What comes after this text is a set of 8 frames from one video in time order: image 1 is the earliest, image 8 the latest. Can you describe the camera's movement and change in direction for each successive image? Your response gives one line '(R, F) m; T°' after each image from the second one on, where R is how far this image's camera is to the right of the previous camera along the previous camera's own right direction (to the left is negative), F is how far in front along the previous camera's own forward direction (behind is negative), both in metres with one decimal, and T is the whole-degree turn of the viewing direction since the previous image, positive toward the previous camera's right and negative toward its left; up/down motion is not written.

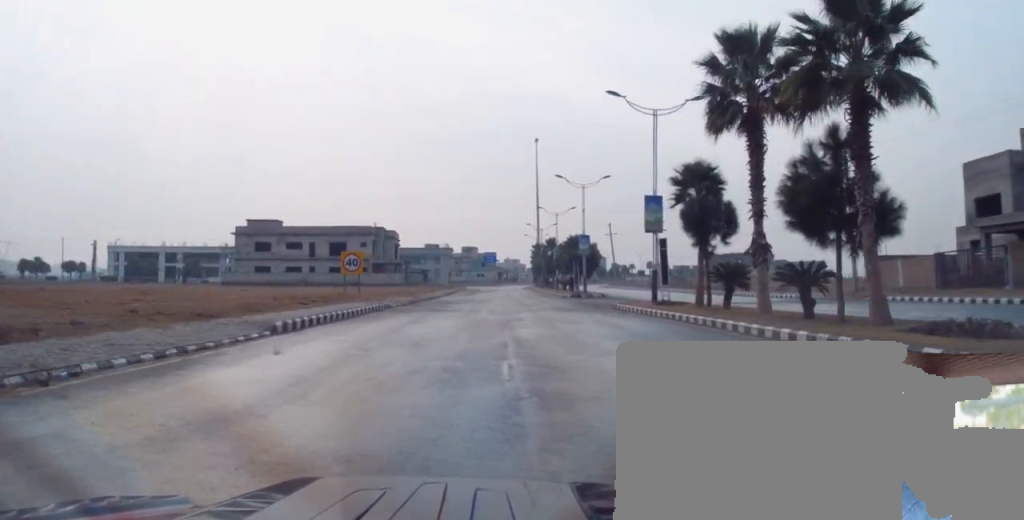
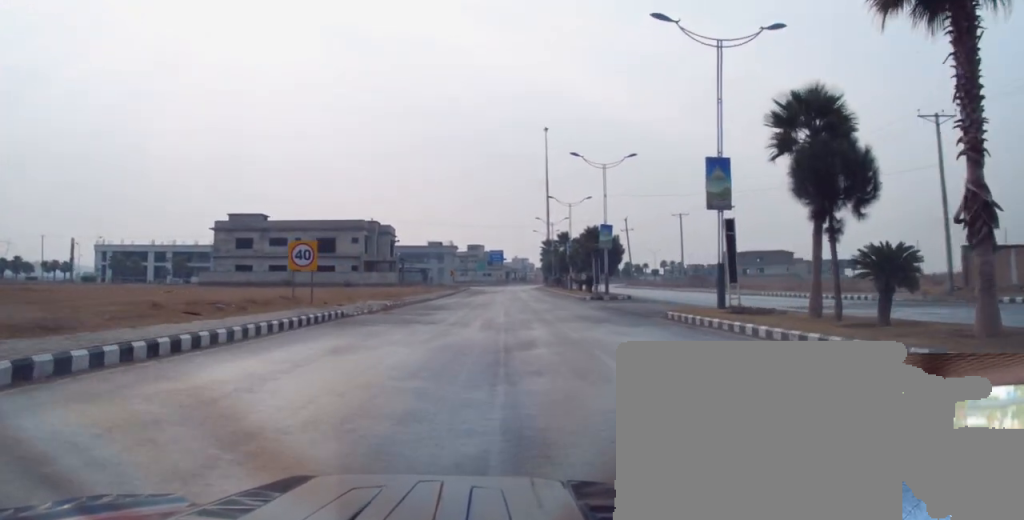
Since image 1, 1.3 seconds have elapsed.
(0.0, +11.0) m; -1°
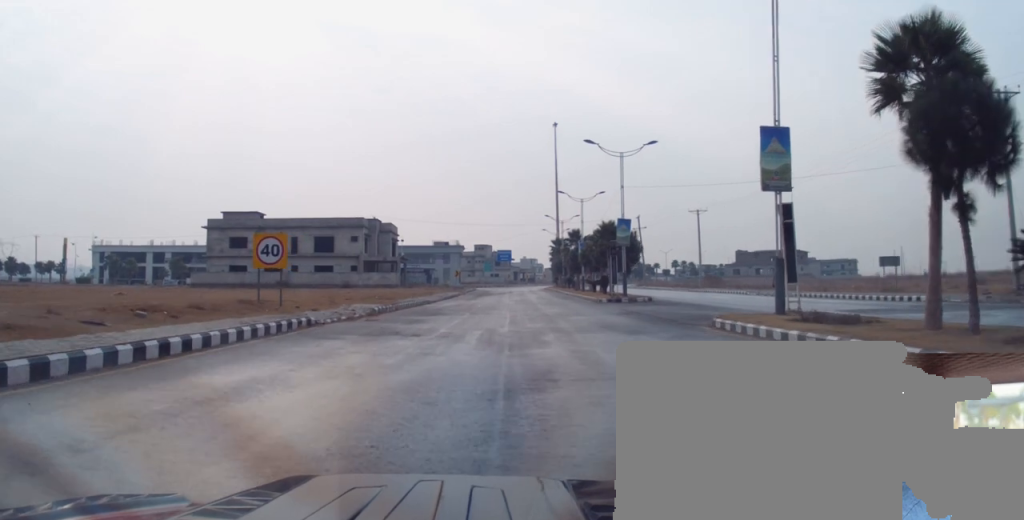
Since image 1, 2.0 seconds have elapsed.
(+0.1, +5.1) m; -2°
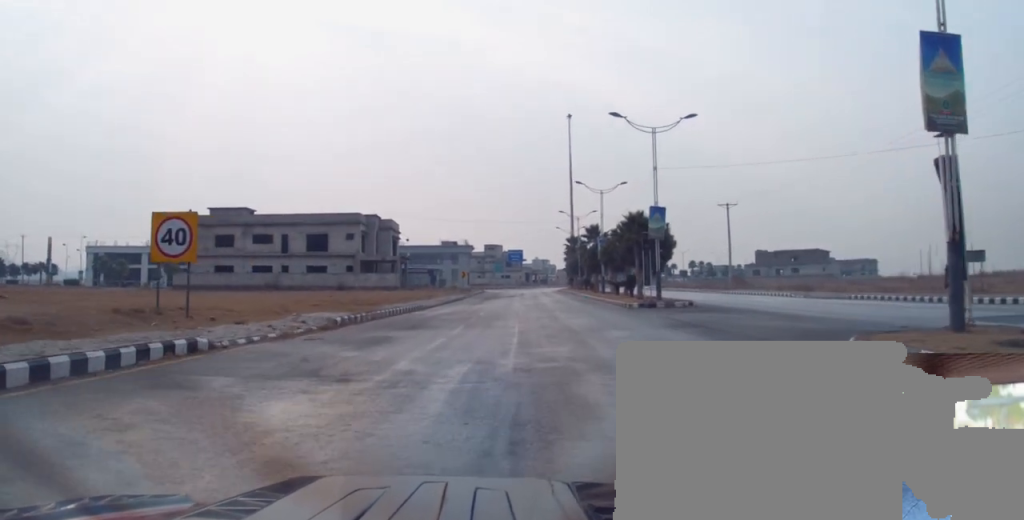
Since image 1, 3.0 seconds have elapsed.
(-0.4, +8.7) m; 0°
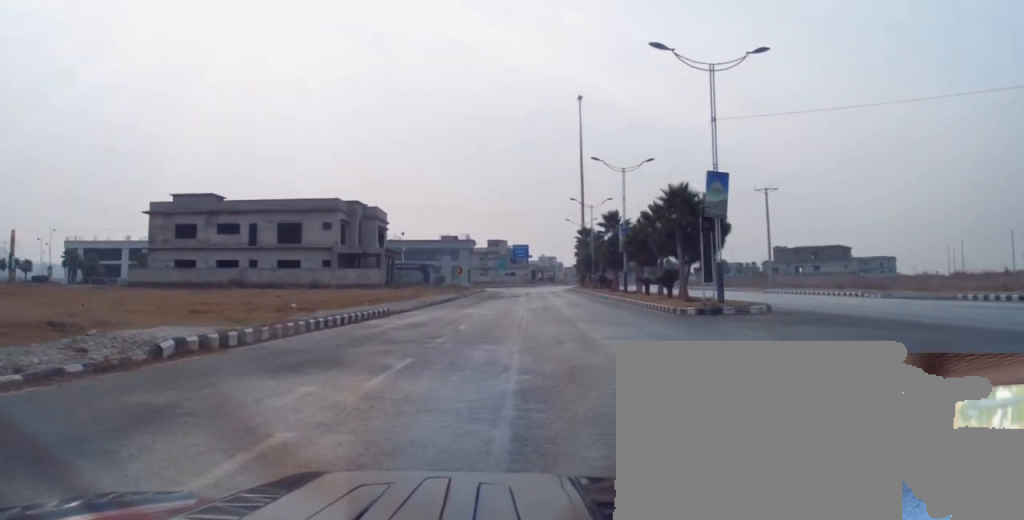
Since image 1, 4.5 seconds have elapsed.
(+0.5, +12.1) m; +3°
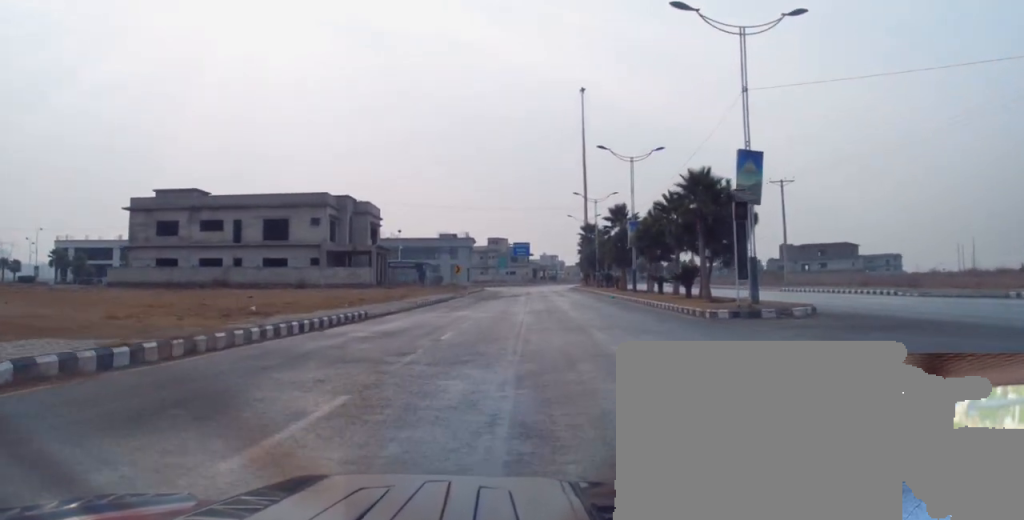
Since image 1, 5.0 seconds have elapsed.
(0.0, +4.4) m; 0°
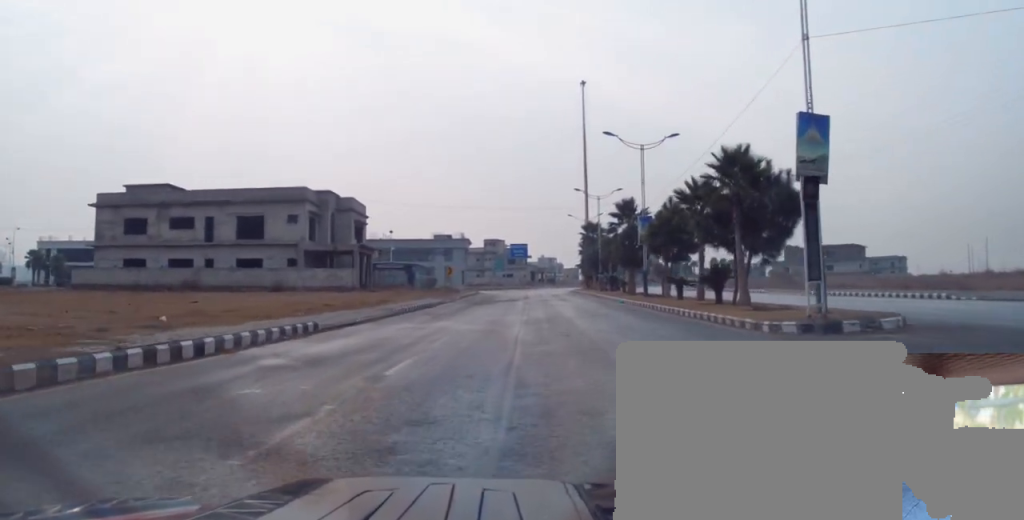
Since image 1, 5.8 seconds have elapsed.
(0.0, +6.2) m; 0°
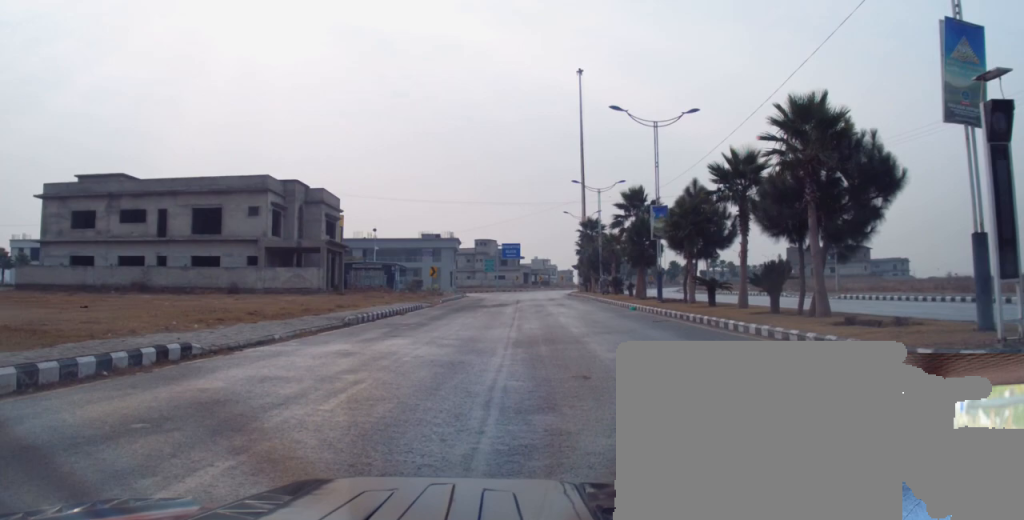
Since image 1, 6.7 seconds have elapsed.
(0.0, +7.6) m; -1°
